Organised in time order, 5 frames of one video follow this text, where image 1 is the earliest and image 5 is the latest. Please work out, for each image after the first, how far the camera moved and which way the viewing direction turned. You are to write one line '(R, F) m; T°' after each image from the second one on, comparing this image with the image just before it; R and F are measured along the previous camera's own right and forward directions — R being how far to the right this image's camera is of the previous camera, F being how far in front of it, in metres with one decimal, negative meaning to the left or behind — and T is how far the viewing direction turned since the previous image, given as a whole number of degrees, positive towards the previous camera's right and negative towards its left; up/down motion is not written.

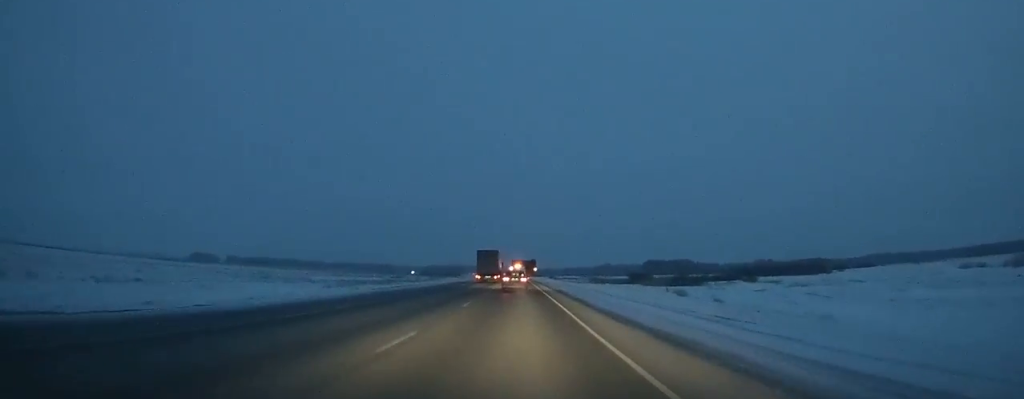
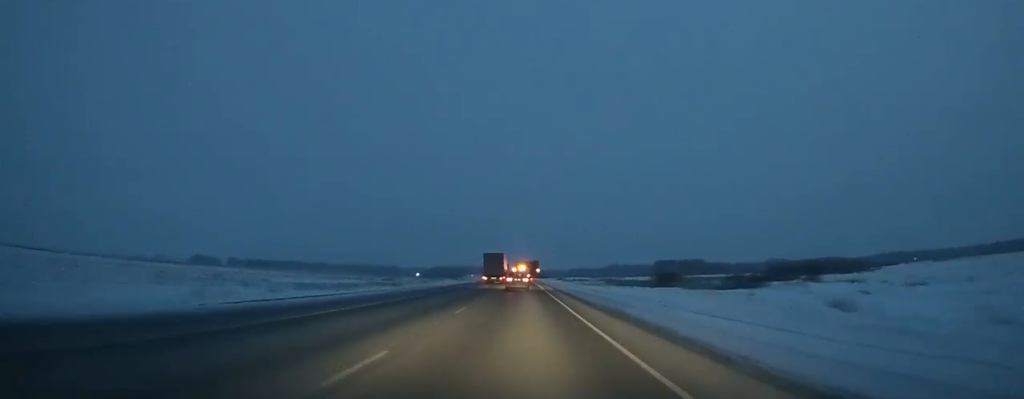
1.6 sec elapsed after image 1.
(-0.1, +27.2) m; 0°
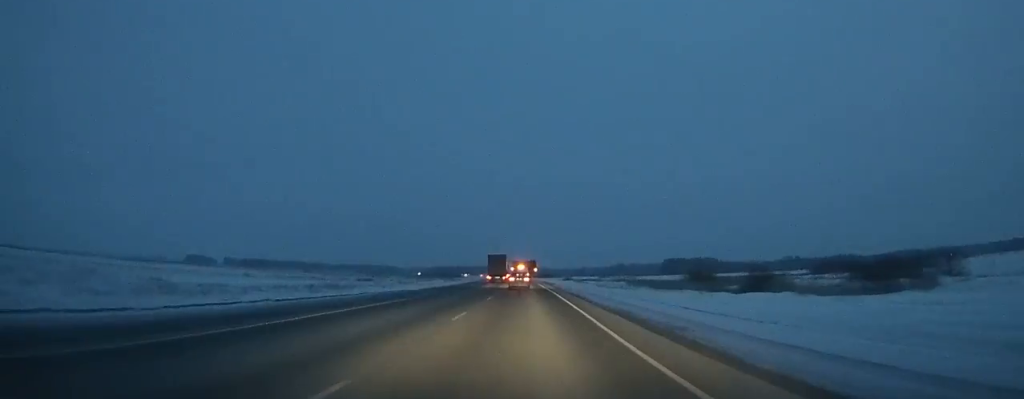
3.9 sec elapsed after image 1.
(-0.2, +39.9) m; 0°
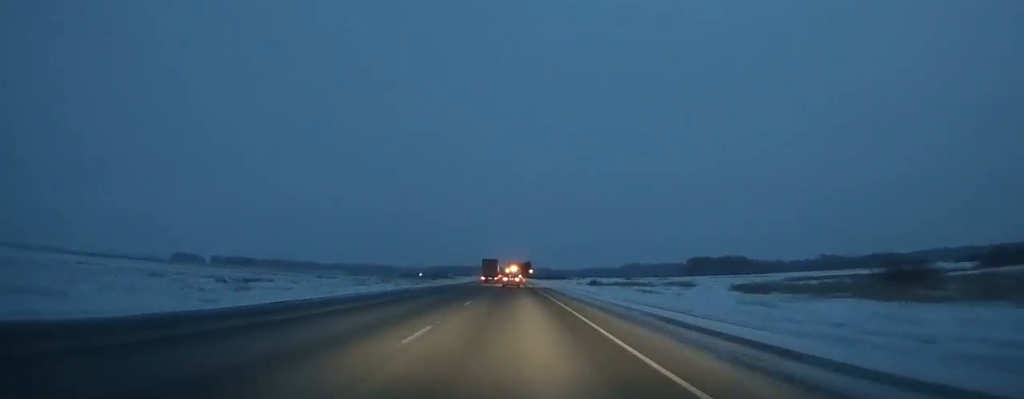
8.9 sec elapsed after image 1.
(-0.4, +93.5) m; -1°
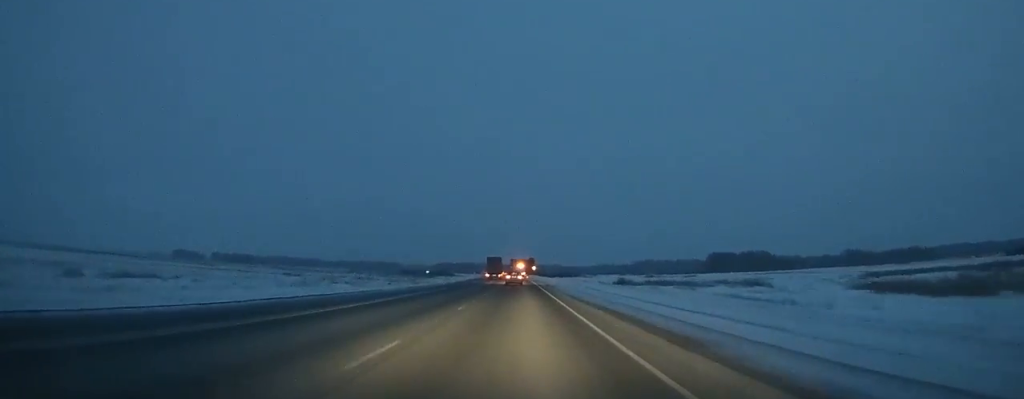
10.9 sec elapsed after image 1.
(-0.1, +40.1) m; 0°
